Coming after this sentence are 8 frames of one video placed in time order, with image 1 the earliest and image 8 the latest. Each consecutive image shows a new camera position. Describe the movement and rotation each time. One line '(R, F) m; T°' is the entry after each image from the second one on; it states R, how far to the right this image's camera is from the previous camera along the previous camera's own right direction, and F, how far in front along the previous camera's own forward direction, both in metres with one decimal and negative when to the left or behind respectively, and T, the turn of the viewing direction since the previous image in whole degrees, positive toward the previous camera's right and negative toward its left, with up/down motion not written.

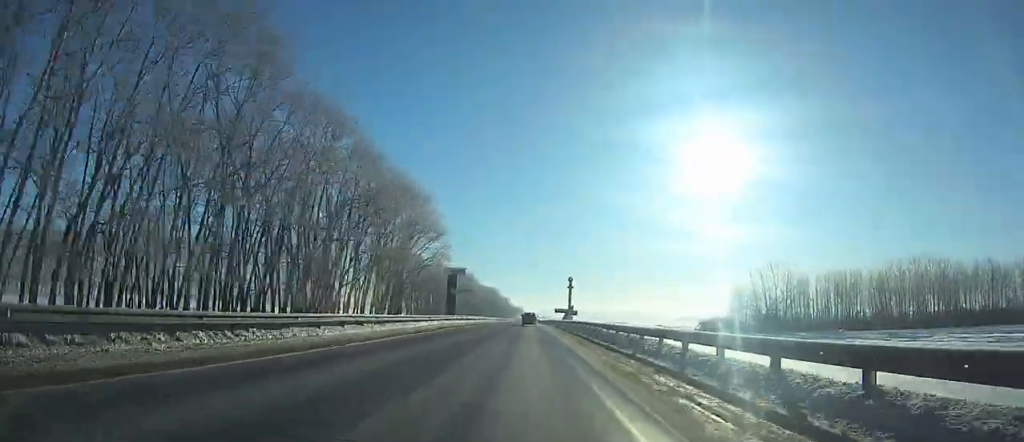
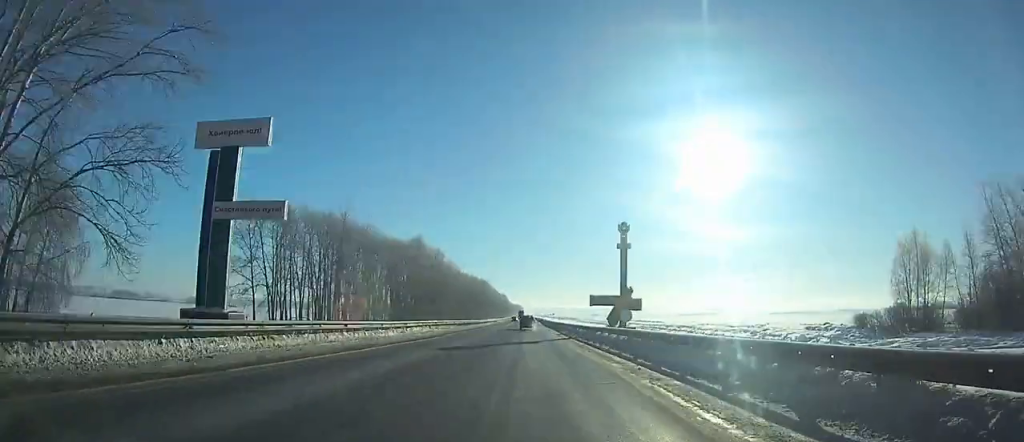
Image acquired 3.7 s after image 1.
(+7.3, +67.2) m; -5°
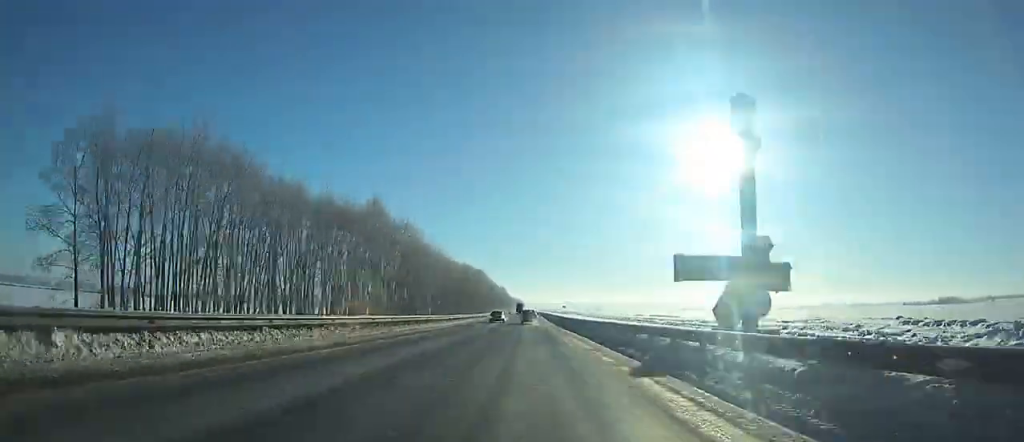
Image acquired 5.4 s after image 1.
(-7.6, +41.3) m; -4°
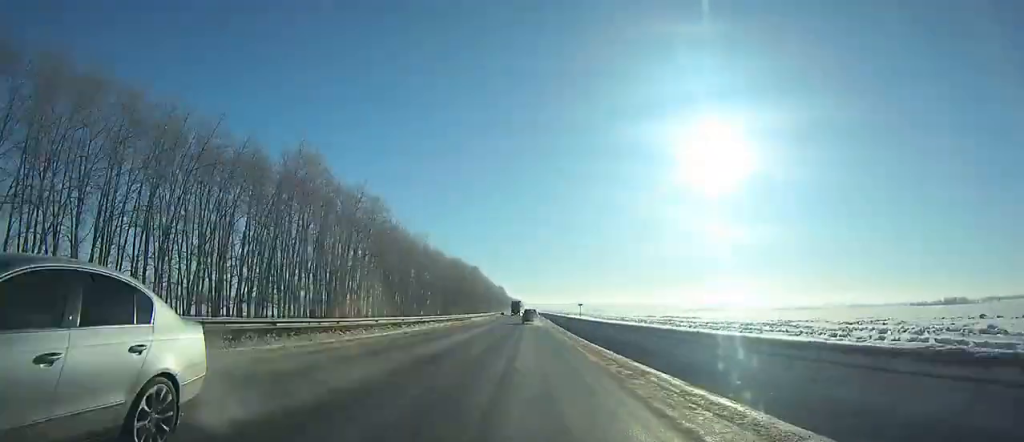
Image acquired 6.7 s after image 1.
(-2.9, +32.0) m; -2°
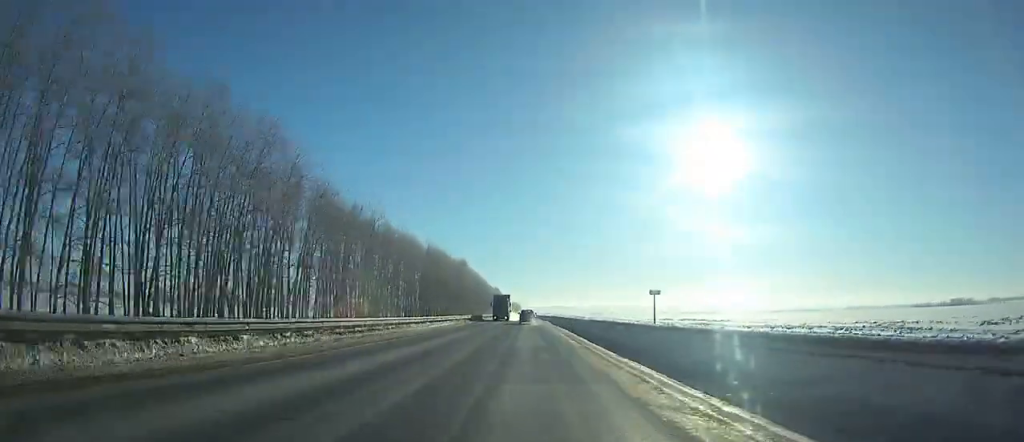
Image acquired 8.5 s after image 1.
(+2.5, +43.9) m; +3°
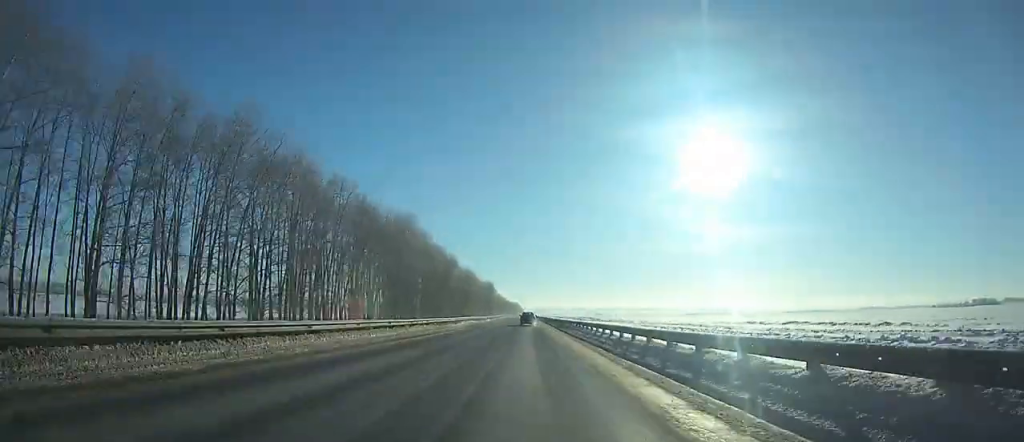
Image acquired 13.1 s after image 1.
(+4.4, +112.1) m; +3°
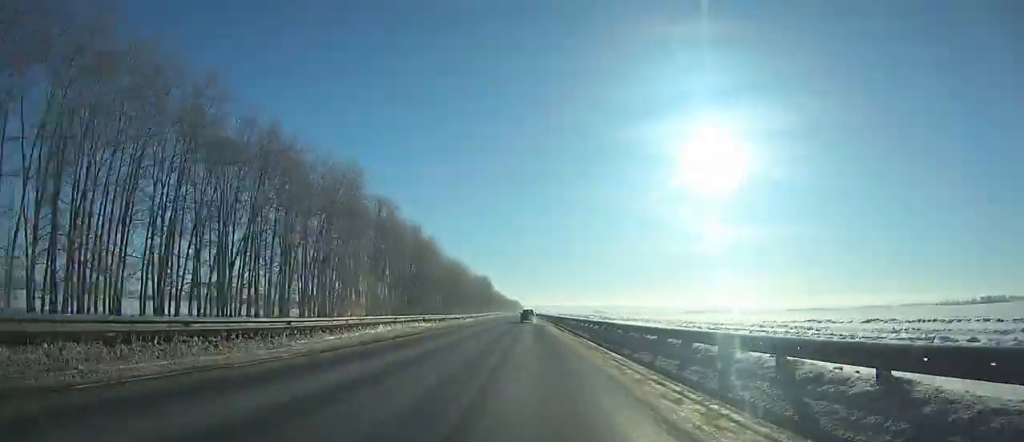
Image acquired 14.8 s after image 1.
(+0.1, +40.0) m; 0°
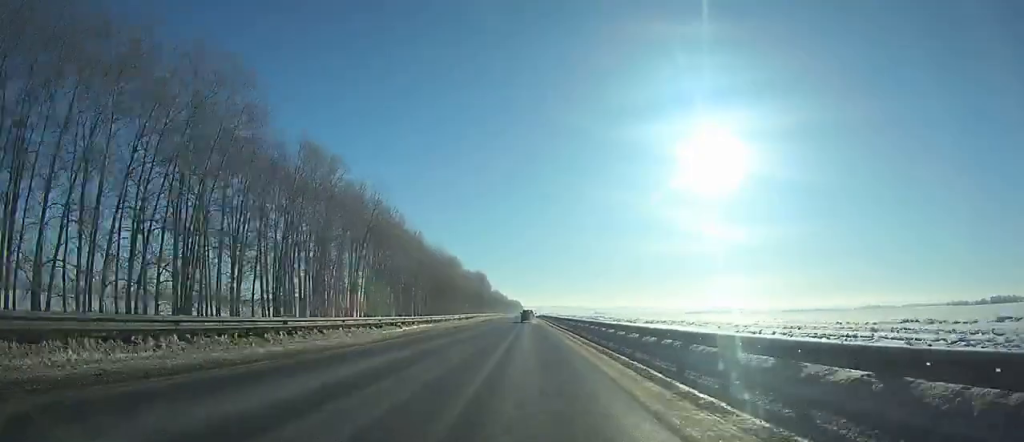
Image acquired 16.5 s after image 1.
(0.0, +38.9) m; 0°
